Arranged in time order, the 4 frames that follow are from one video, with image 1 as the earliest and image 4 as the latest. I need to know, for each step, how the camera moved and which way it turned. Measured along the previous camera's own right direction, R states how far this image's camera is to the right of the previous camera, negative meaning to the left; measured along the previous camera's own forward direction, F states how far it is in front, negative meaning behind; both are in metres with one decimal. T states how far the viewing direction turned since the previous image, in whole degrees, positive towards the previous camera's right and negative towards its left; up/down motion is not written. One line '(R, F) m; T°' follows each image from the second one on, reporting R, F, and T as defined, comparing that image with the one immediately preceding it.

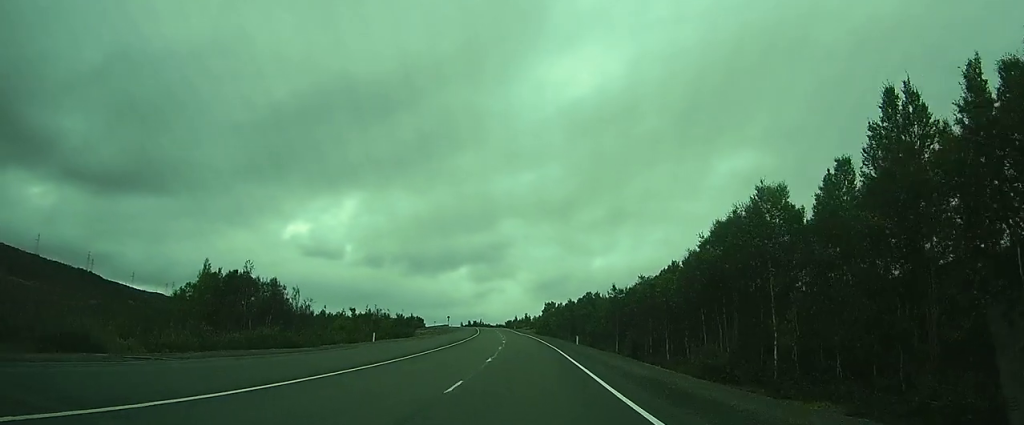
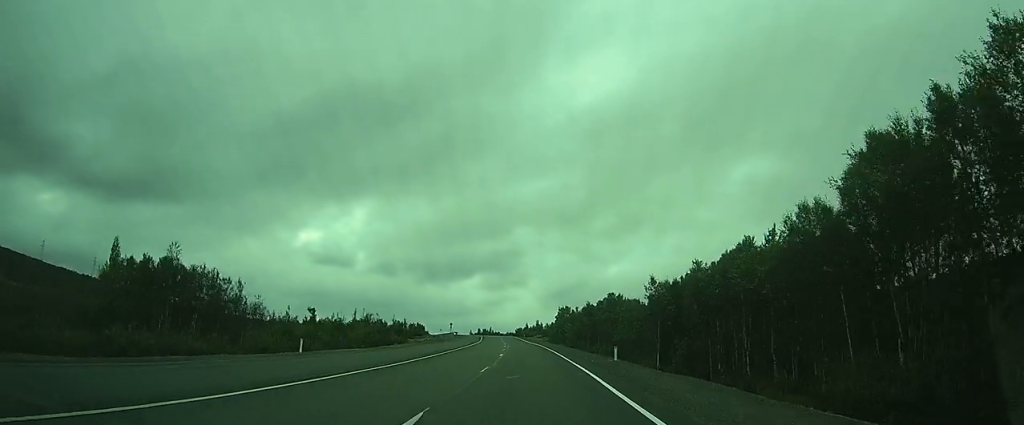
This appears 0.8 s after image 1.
(-0.1, +17.1) m; -1°
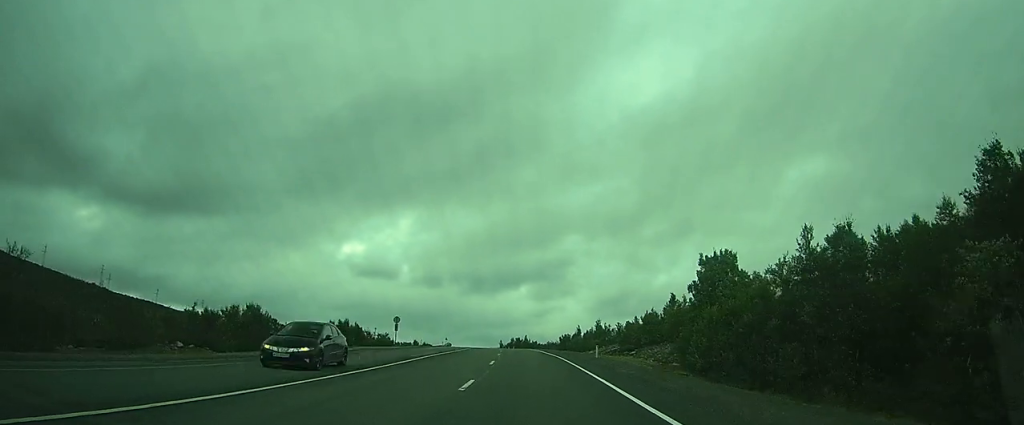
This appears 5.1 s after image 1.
(-2.1, +94.7) m; -3°
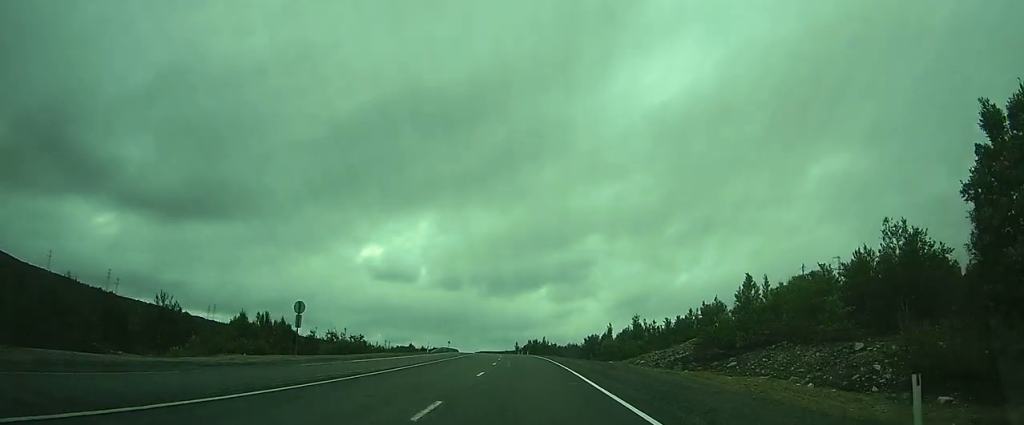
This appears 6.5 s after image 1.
(-0.5, +28.9) m; -2°
